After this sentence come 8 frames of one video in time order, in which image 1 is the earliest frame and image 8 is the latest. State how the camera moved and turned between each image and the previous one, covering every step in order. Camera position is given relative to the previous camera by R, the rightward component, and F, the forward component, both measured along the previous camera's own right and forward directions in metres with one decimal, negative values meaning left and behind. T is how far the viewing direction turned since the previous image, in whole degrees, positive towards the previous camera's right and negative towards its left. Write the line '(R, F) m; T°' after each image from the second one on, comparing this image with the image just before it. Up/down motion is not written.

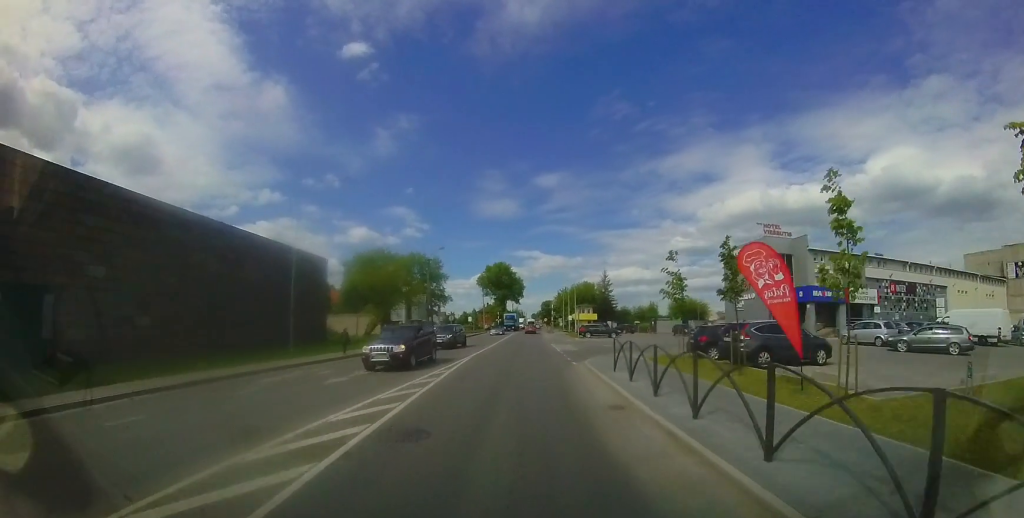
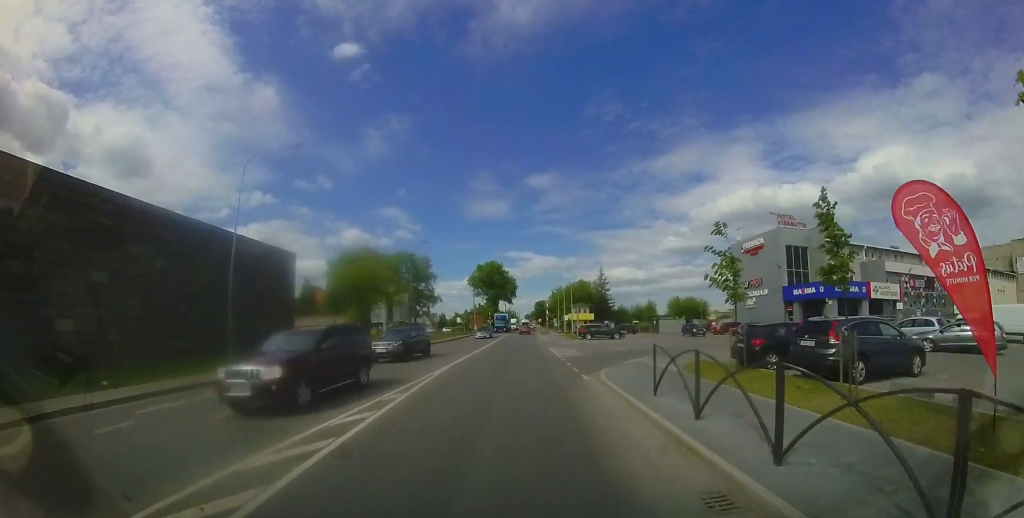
(+0.2, +4.0) m; +1°
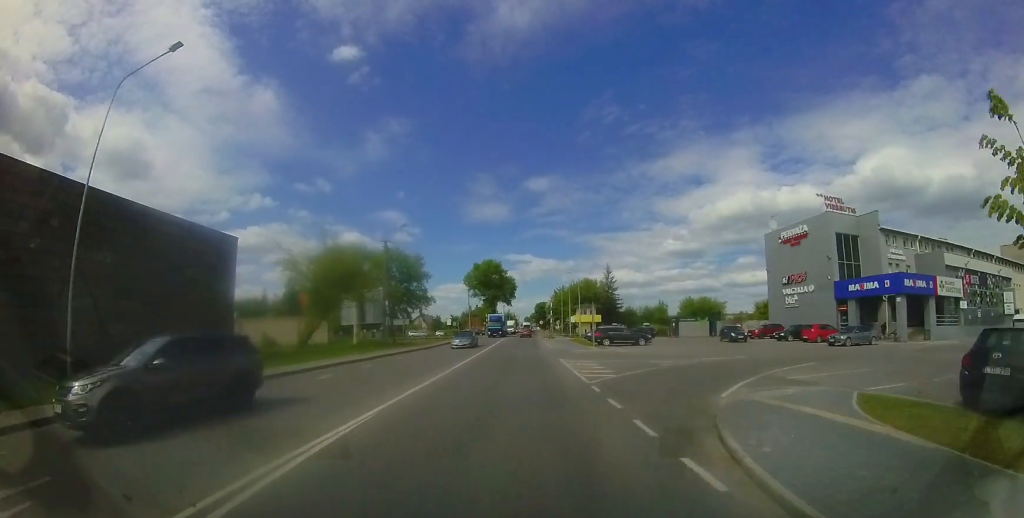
(+0.1, +7.0) m; +2°
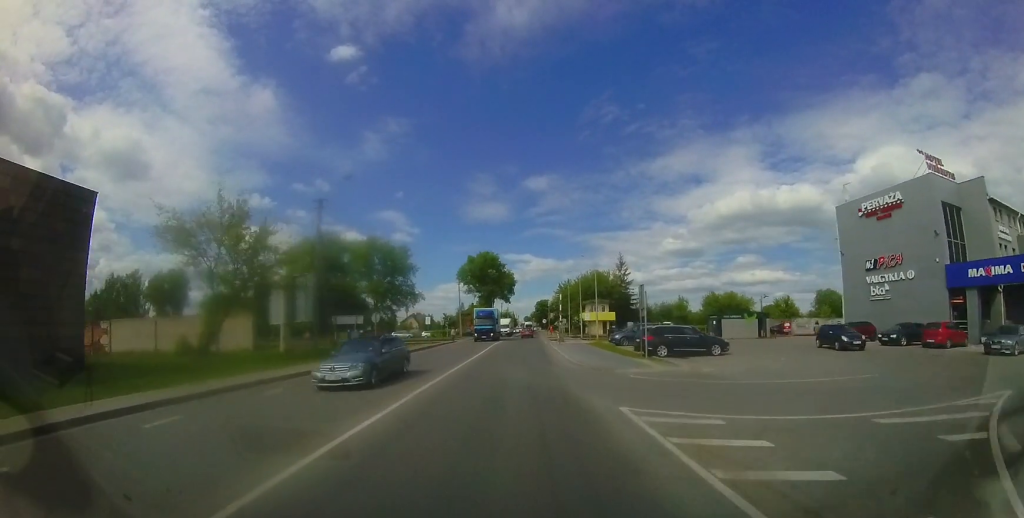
(+0.2, +10.4) m; +2°
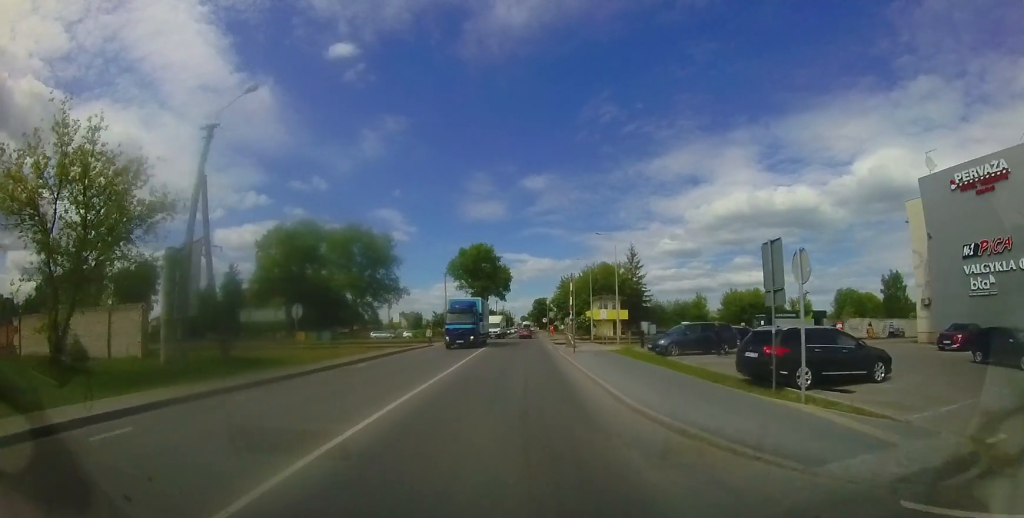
(+0.1, +8.3) m; 0°
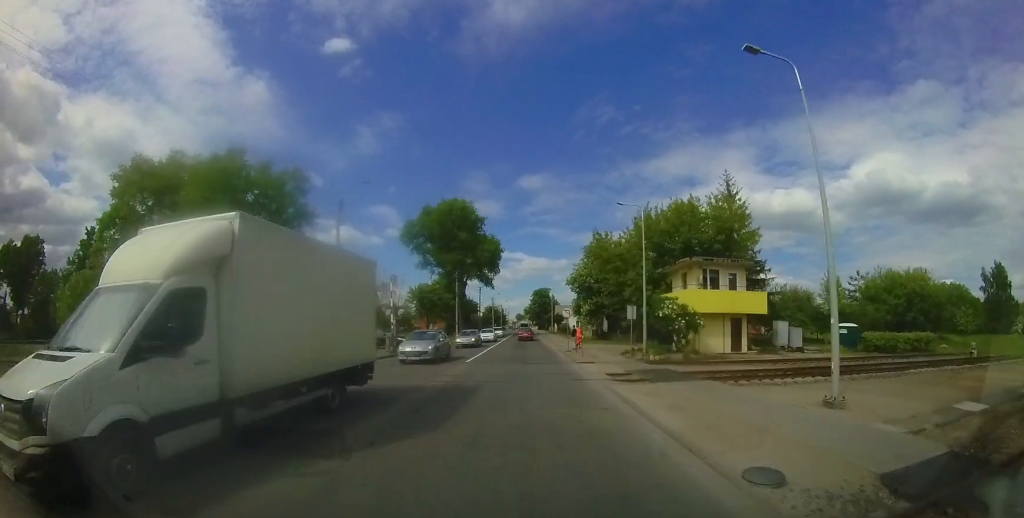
(-0.5, +32.0) m; 0°
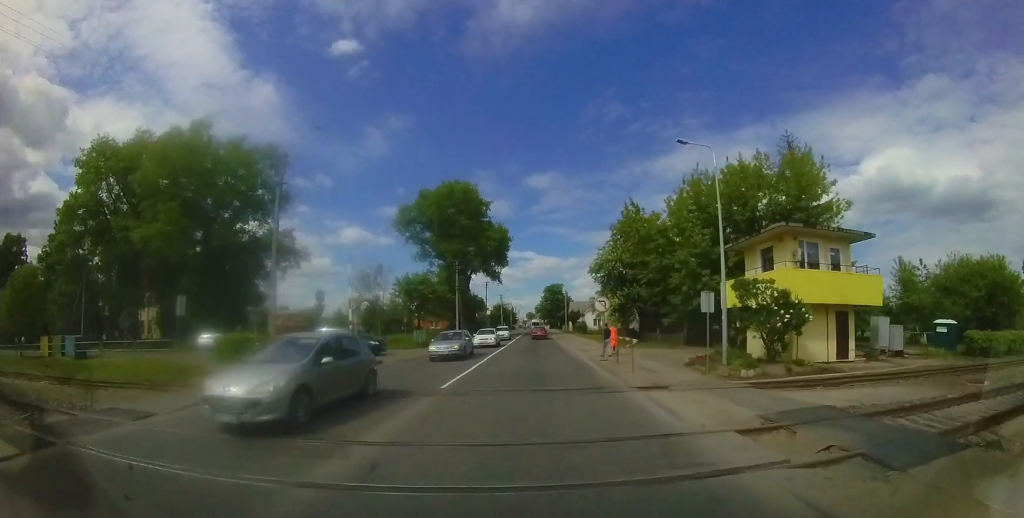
(0.0, +7.7) m; 0°
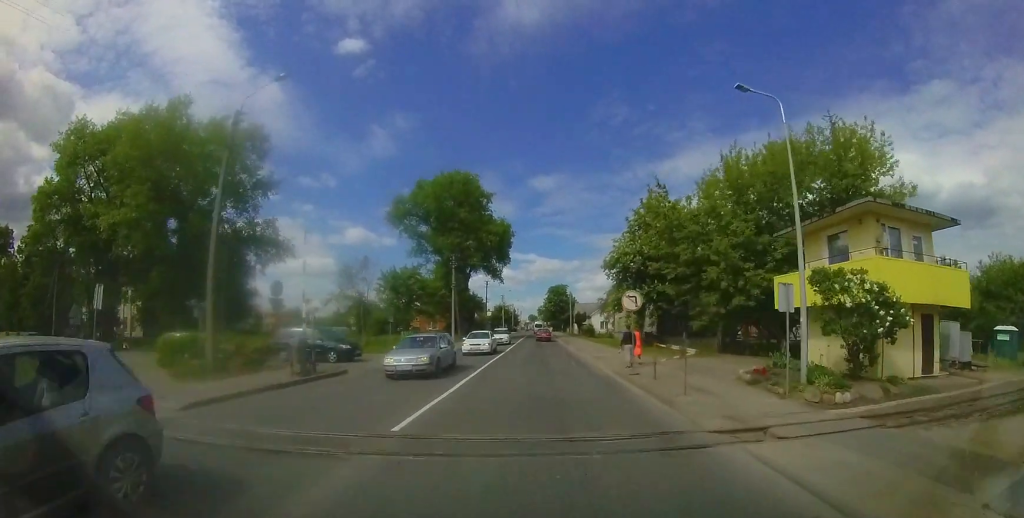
(0.0, +4.5) m; 0°
